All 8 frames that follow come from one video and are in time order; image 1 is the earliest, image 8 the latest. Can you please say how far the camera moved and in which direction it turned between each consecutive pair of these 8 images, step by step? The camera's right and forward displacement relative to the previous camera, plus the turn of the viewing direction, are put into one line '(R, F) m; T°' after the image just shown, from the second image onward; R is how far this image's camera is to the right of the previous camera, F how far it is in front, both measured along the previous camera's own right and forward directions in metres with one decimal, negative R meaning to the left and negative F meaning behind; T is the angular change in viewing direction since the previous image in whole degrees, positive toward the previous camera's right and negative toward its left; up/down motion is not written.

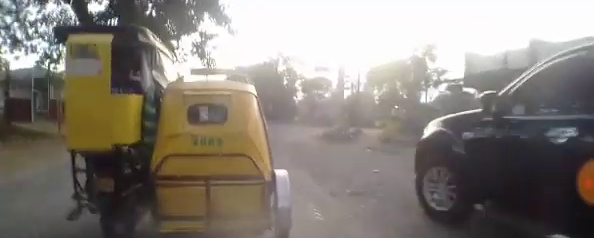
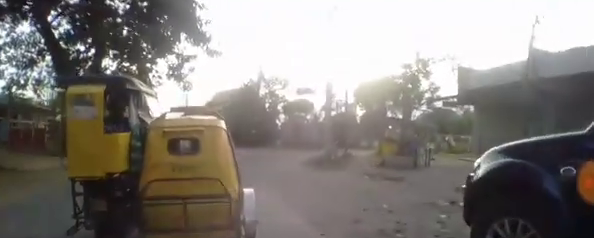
(0.0, +1.6) m; 0°
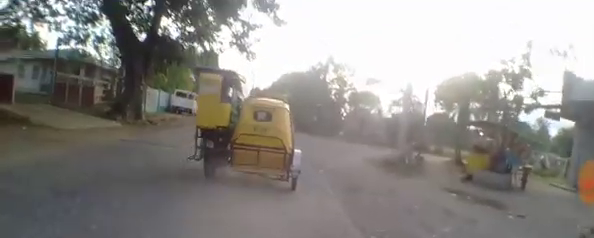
(0.0, +2.5) m; 0°
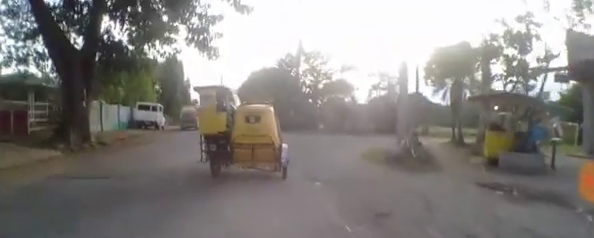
(0.0, +2.2) m; +2°
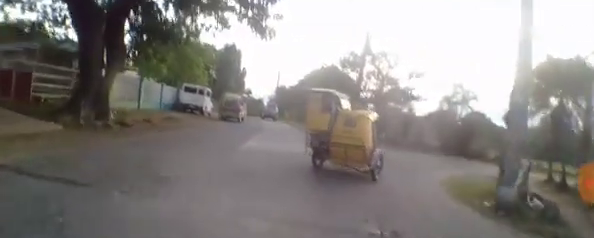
(+0.1, +2.7) m; +4°
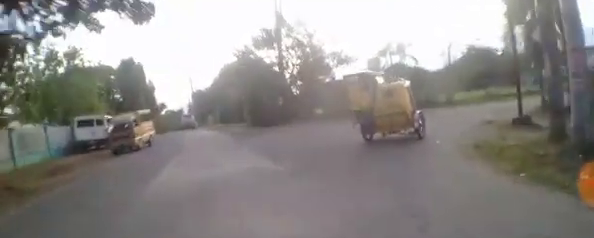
(+0.2, +3.6) m; +8°
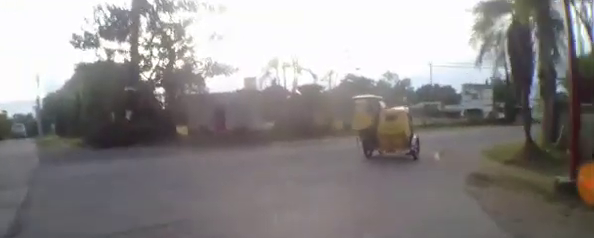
(+0.7, +4.9) m; +18°
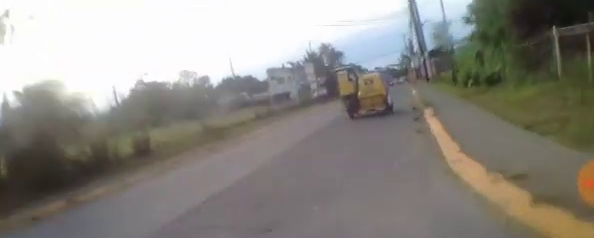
(+2.1, +7.3) m; +31°
